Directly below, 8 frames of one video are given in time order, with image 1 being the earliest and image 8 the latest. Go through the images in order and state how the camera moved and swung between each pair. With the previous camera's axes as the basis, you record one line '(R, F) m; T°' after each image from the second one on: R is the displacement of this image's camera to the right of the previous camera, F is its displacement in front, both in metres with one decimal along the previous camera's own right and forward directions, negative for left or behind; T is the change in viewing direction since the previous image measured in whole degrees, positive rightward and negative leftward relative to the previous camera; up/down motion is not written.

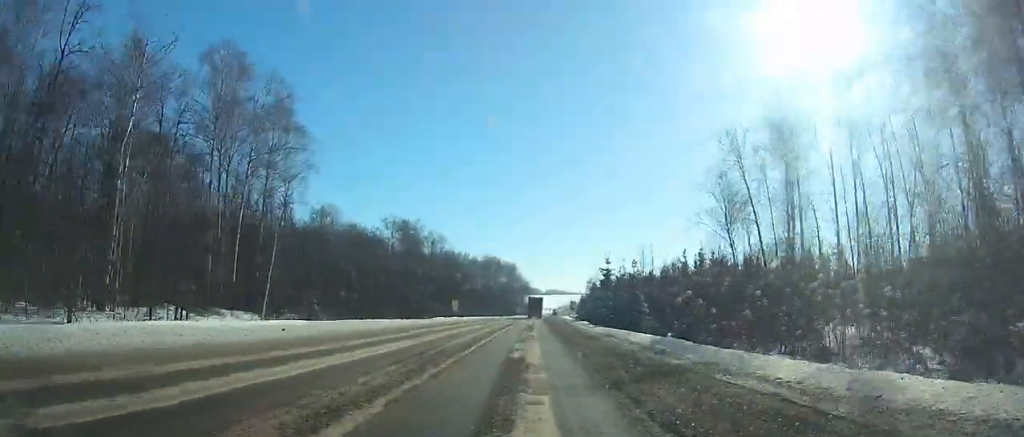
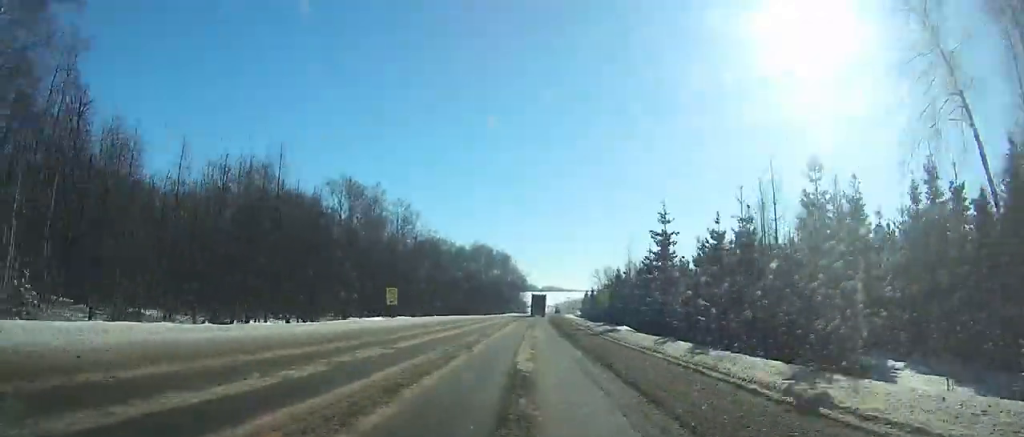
(+0.2, +39.6) m; +1°
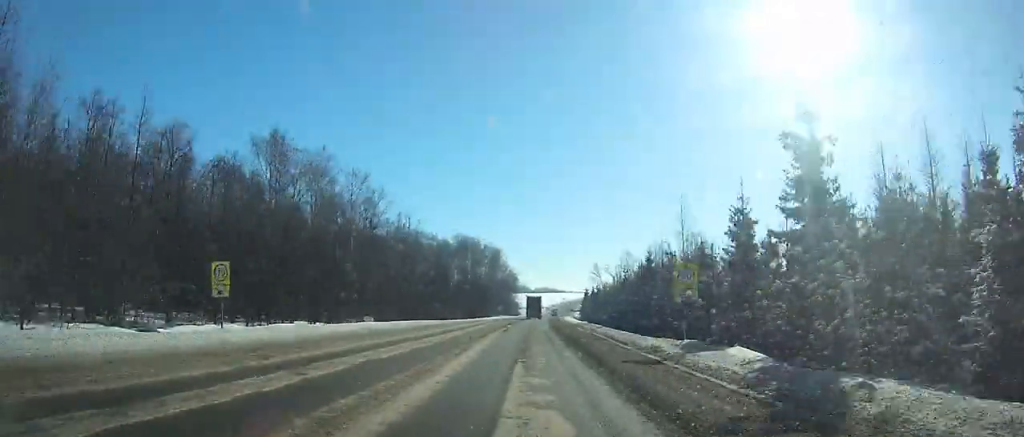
(0.0, +27.8) m; 0°
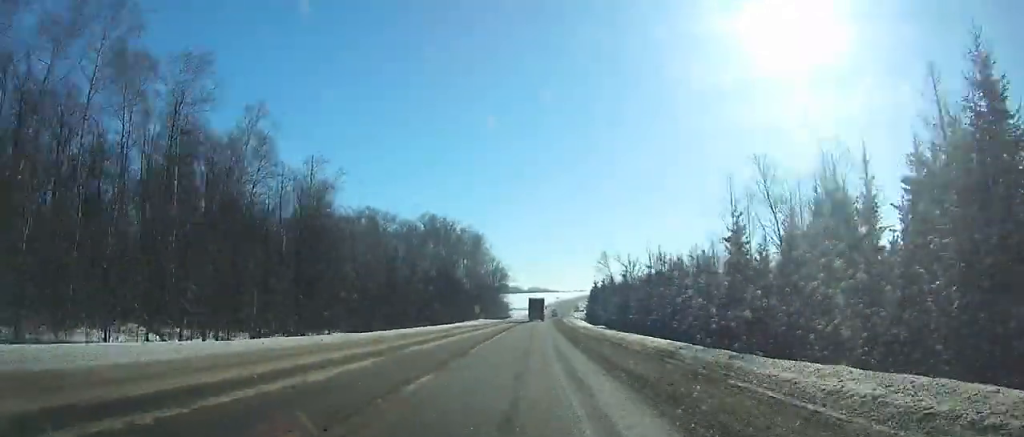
(+0.4, +48.9) m; +1°
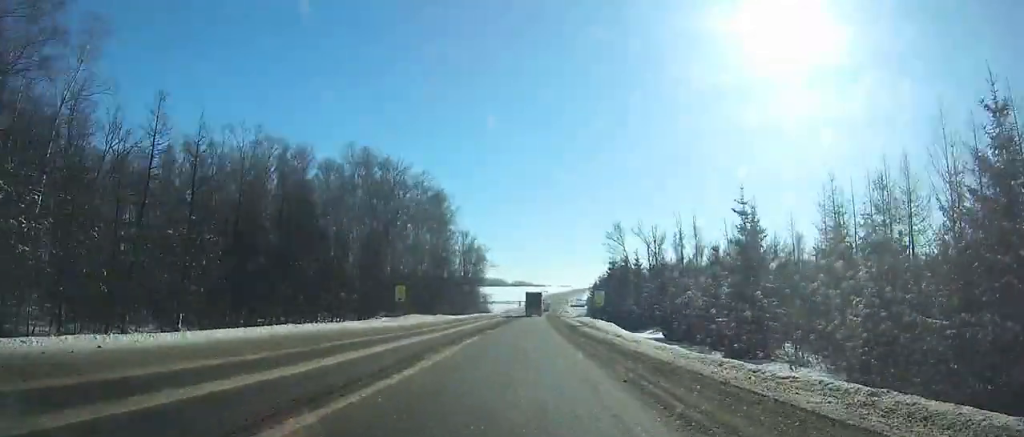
(+0.5, +55.9) m; +1°
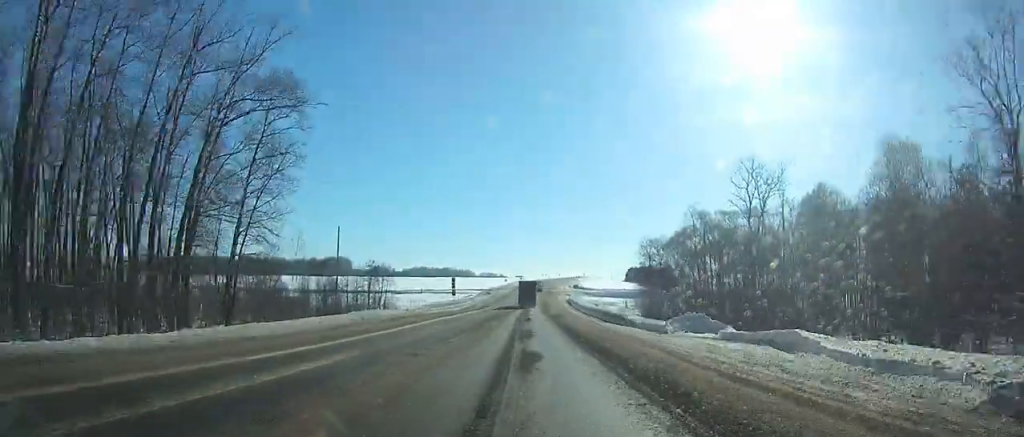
(+3.9, +167.9) m; +2°
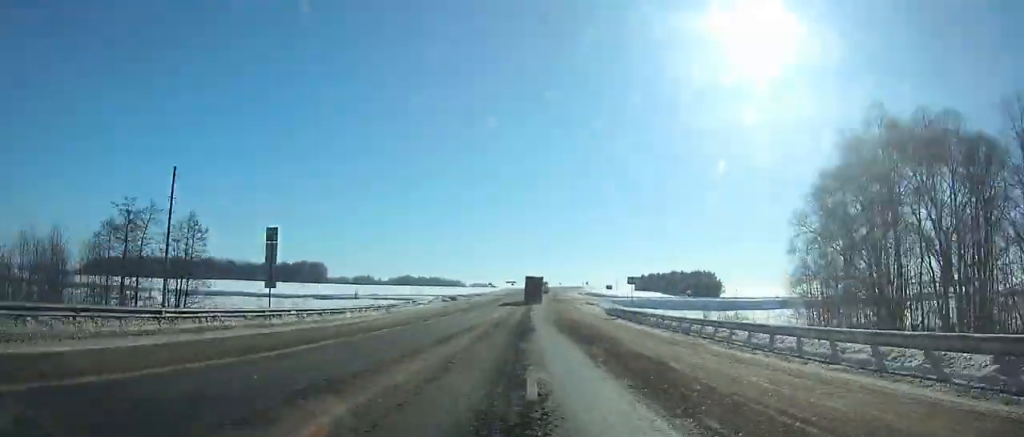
(+0.3, +69.1) m; +1°
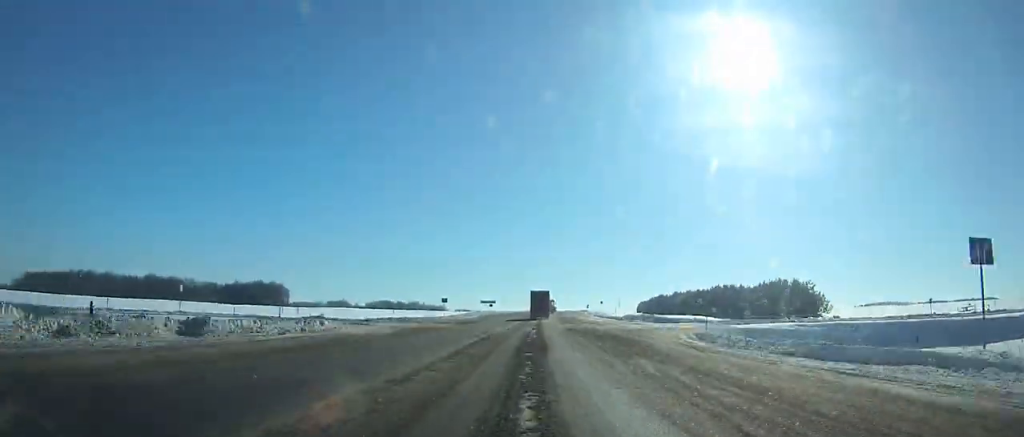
(+0.8, +77.3) m; +2°
